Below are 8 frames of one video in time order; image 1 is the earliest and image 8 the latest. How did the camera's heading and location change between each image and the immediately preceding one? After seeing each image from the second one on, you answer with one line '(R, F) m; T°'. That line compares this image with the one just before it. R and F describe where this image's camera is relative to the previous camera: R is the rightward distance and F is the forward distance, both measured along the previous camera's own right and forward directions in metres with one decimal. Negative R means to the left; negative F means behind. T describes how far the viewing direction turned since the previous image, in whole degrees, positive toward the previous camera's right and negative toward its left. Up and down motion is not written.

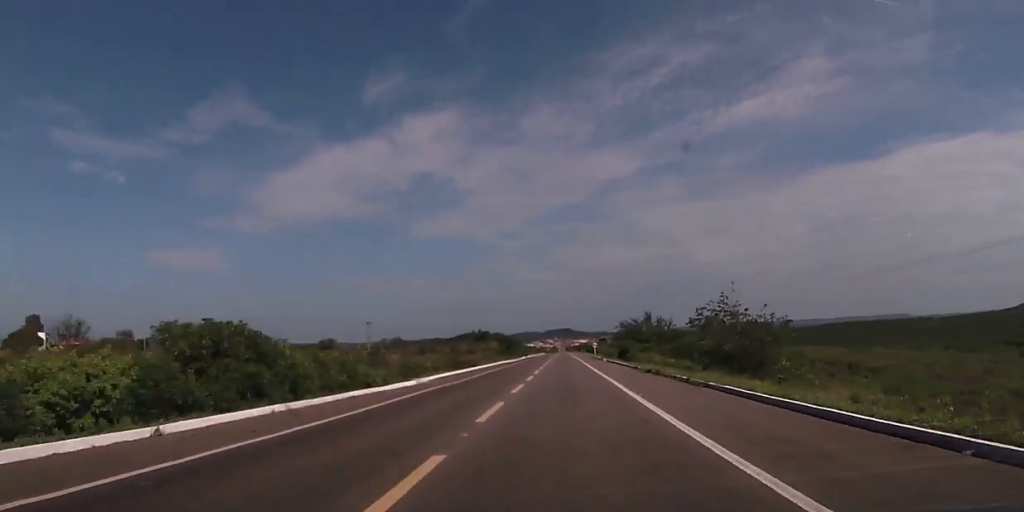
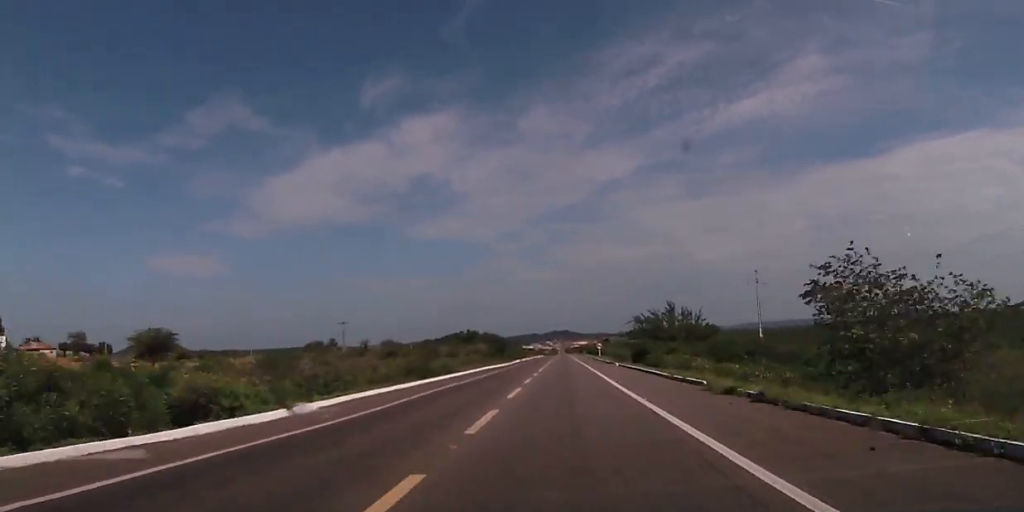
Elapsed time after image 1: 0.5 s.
(-0.2, +17.6) m; 0°
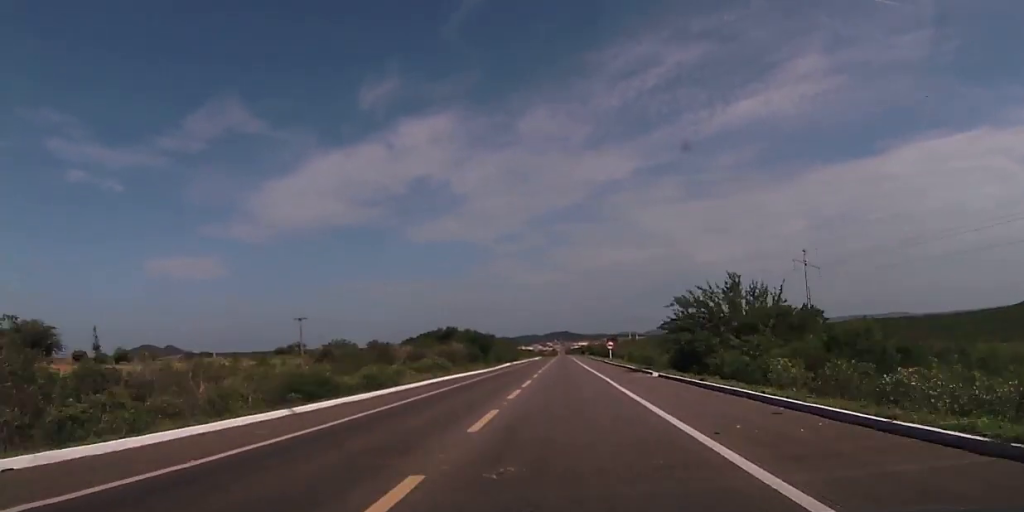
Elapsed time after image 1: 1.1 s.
(+0.1, +24.0) m; 0°
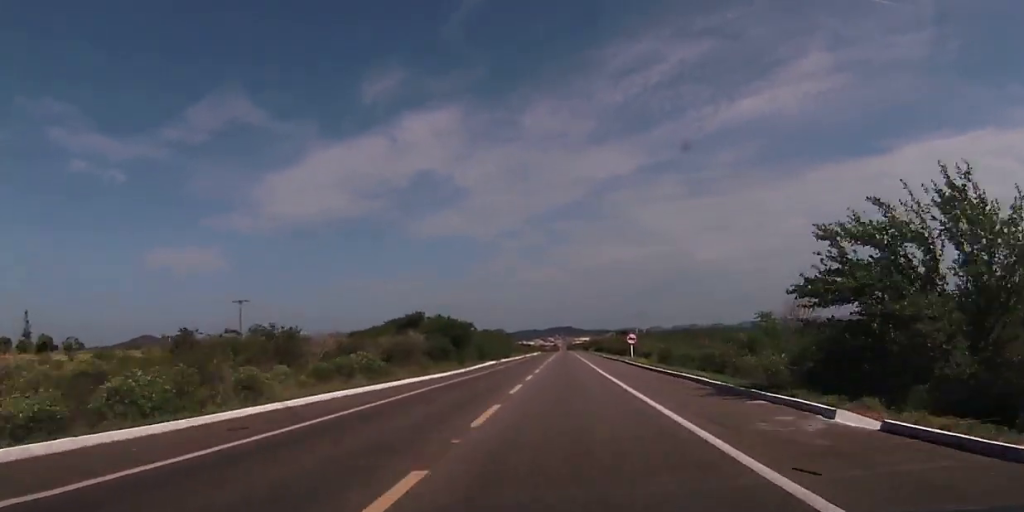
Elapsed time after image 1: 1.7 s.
(+0.3, +24.1) m; +1°
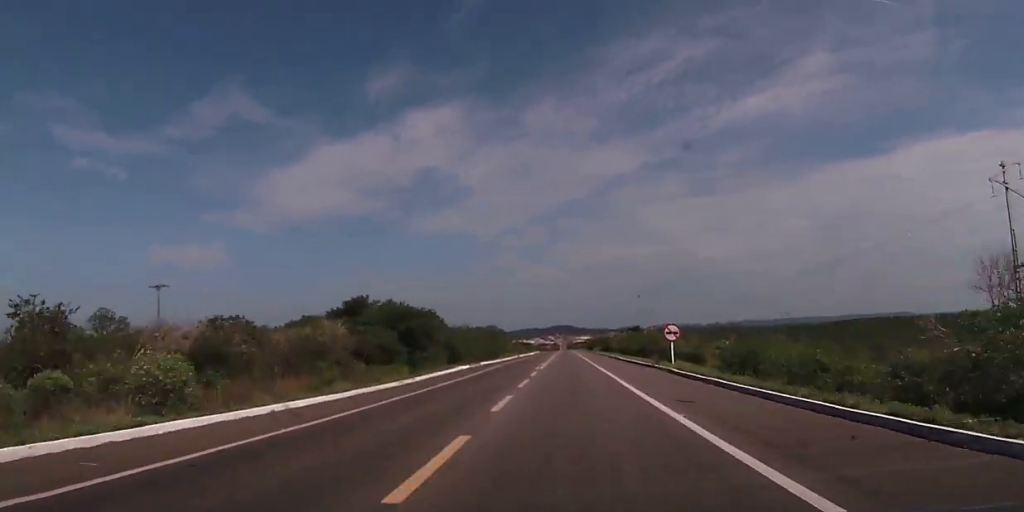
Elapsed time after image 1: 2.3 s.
(-0.1, +21.6) m; 0°
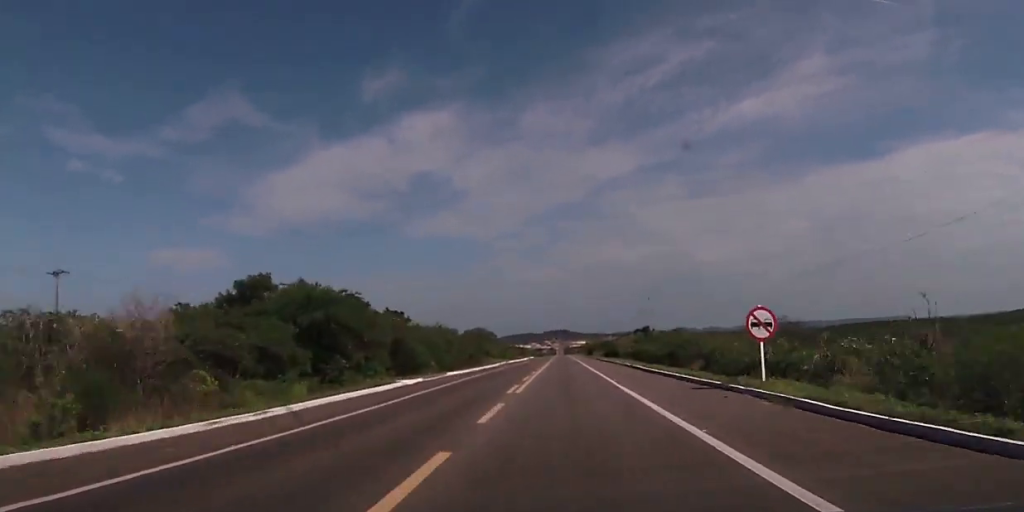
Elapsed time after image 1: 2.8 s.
(-0.1, +17.9) m; 0°
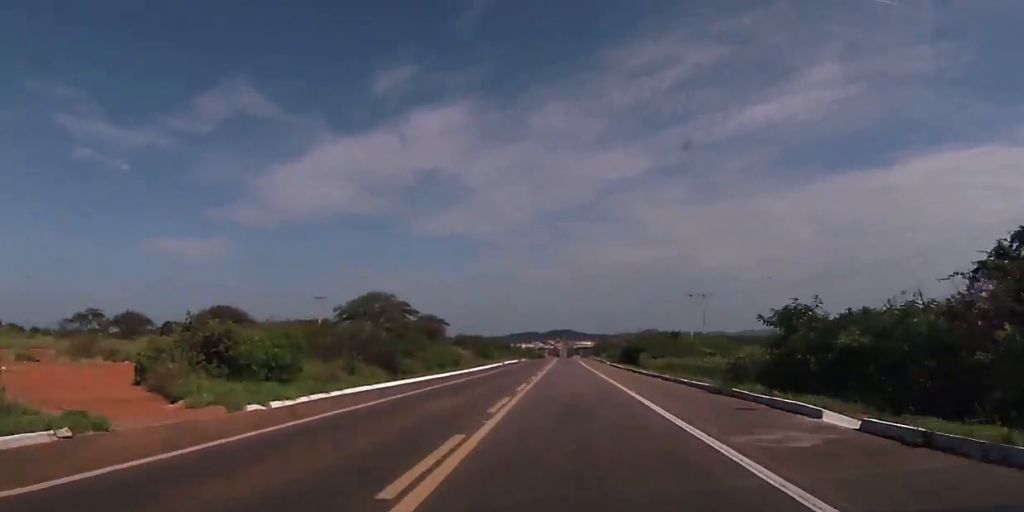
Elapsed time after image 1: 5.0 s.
(+0.4, +87.4) m; 0°
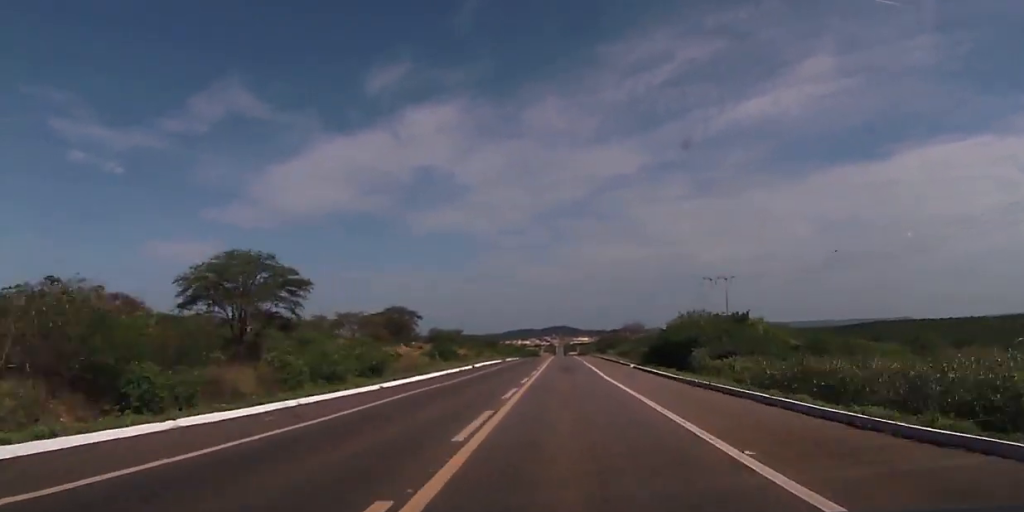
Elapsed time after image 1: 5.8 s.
(0.0, +28.4) m; 0°
